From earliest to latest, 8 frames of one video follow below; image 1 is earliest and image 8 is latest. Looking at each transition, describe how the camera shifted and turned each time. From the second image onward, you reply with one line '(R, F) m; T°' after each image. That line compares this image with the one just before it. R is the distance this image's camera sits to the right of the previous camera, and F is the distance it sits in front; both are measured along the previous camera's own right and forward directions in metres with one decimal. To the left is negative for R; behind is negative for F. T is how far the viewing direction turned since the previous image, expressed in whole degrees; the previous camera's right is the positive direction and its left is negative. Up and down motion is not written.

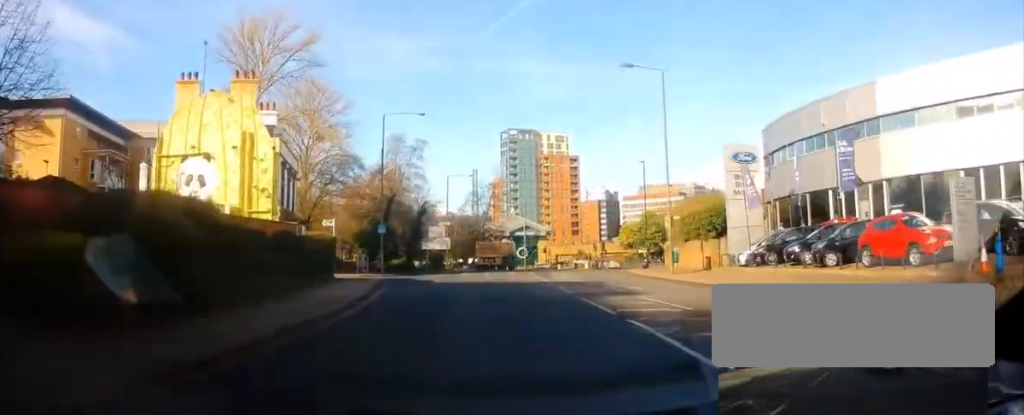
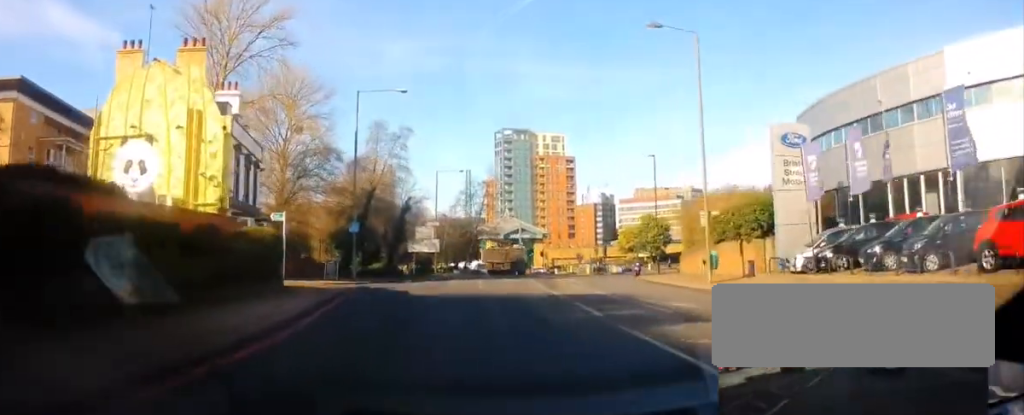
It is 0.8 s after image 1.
(-0.2, +6.3) m; 0°
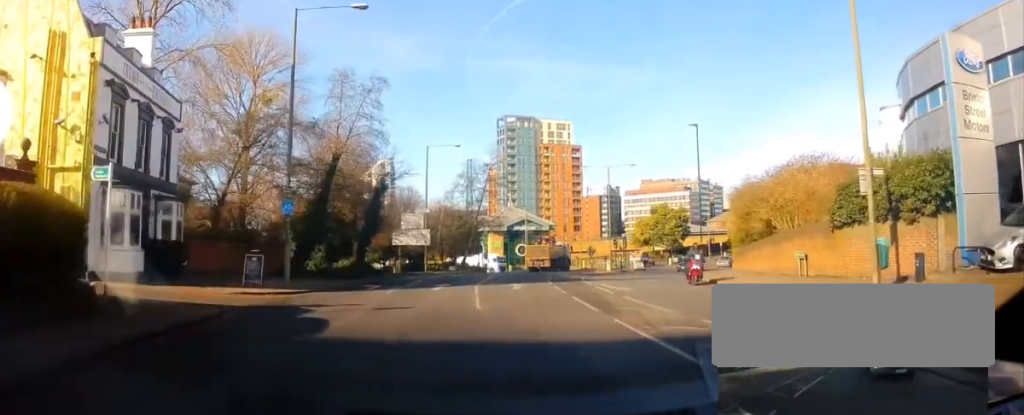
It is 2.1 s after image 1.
(+0.1, +11.0) m; 0°
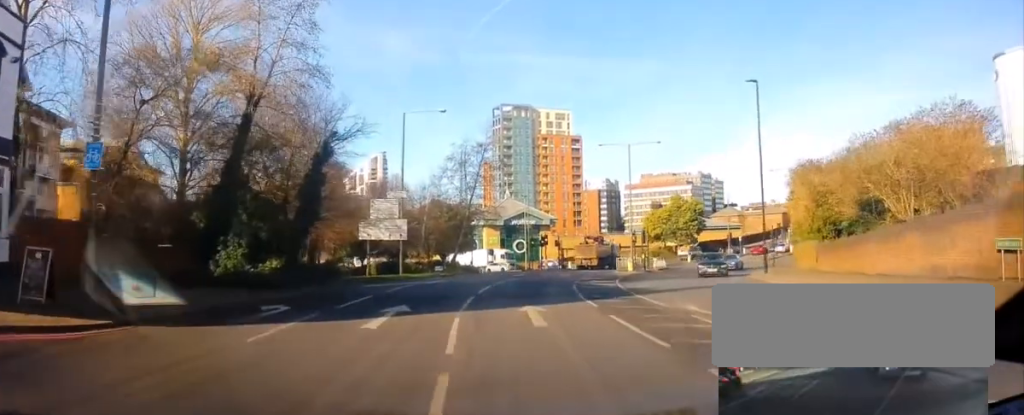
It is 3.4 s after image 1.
(0.0, +11.1) m; +1°
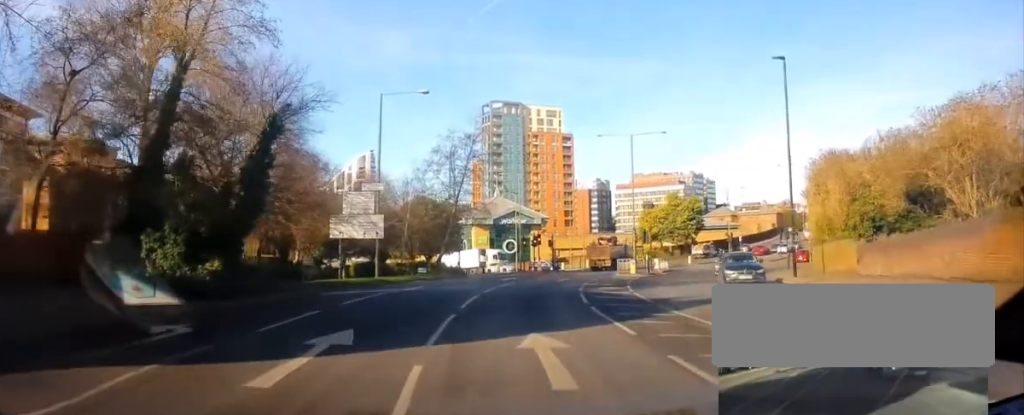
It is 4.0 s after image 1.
(+0.2, +4.8) m; 0°
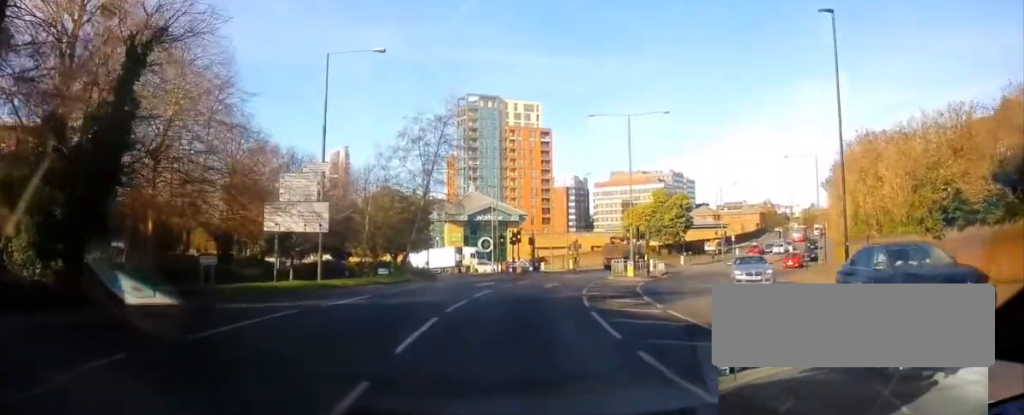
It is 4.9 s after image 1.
(-0.4, +6.6) m; +1°
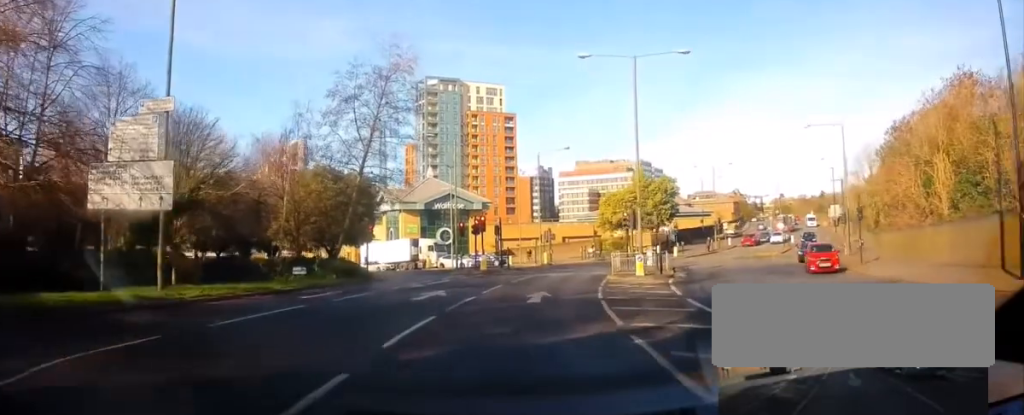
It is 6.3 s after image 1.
(+0.8, +10.7) m; +5°
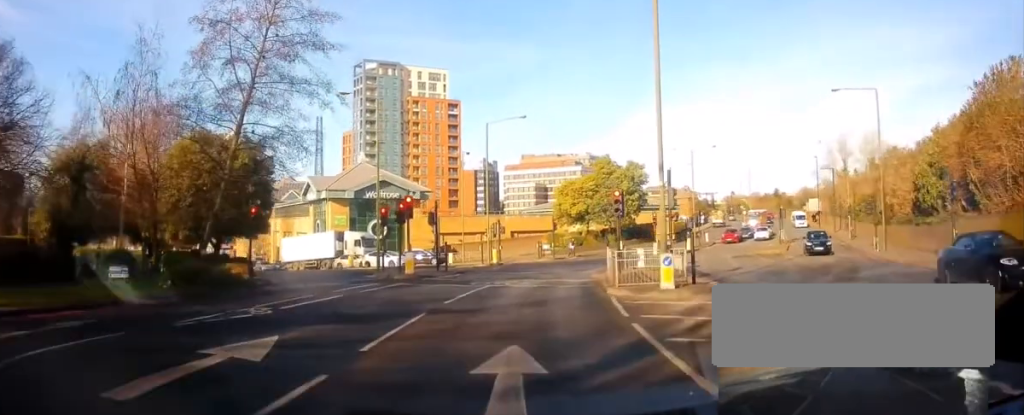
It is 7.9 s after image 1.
(+0.2, +11.7) m; +4°
